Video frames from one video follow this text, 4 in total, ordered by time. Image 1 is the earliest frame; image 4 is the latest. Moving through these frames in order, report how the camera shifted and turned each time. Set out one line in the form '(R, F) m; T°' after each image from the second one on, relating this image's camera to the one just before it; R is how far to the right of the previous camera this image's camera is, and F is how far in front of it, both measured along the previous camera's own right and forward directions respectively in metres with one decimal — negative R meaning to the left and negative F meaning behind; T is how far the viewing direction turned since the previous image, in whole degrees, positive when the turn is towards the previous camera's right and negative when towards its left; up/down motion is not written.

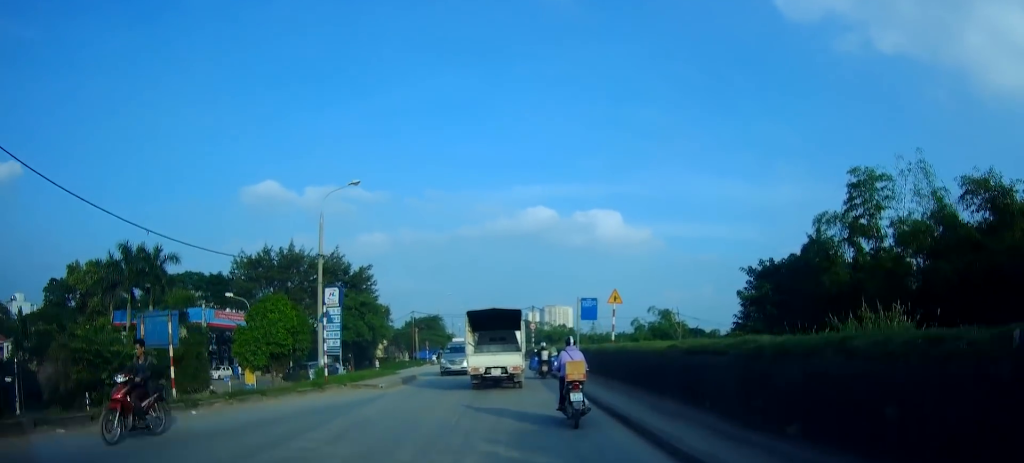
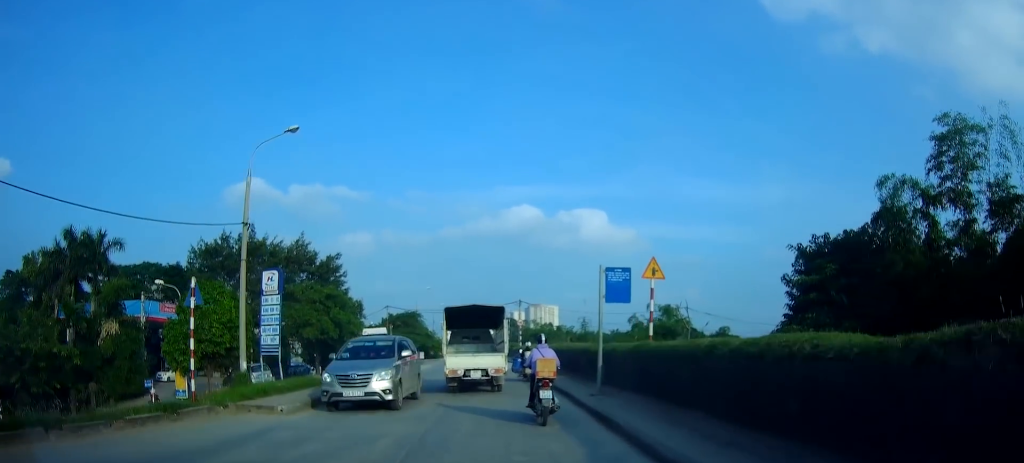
(+0.1, +8.2) m; +3°
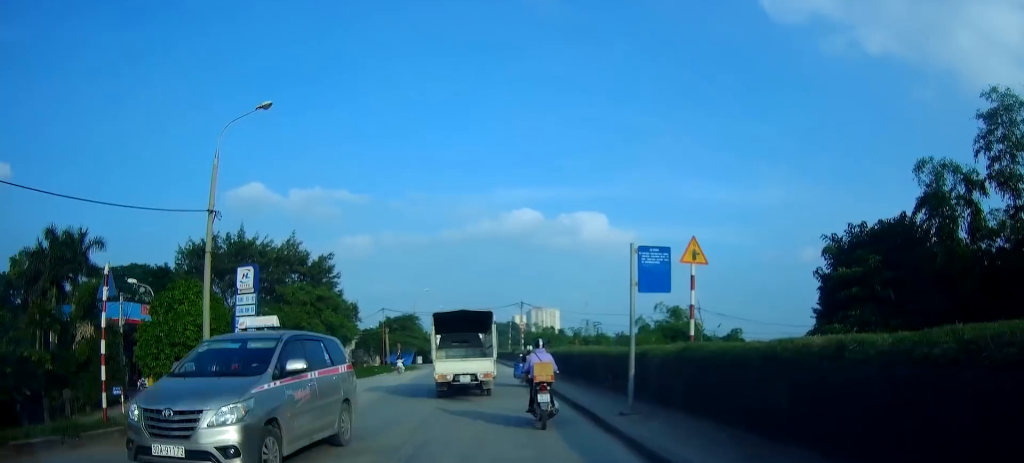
(+0.3, +3.4) m; 0°
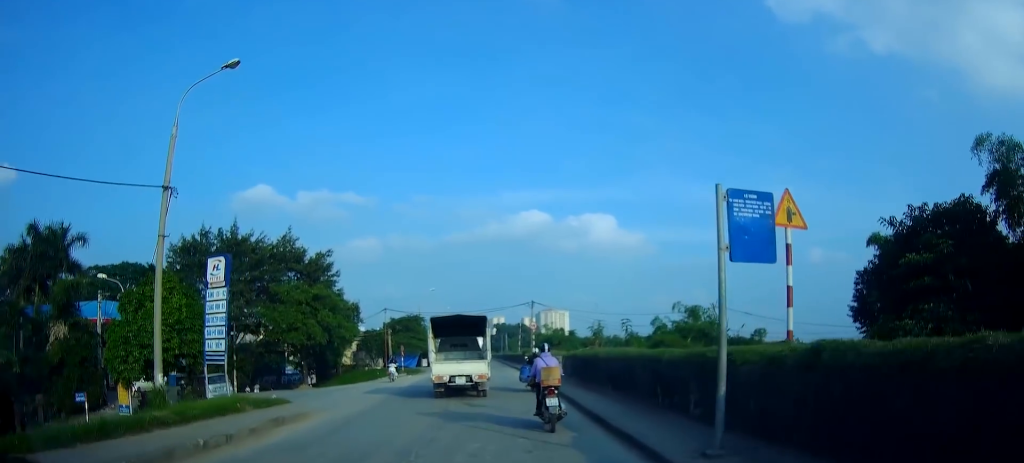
(-0.4, +3.7) m; -2°
